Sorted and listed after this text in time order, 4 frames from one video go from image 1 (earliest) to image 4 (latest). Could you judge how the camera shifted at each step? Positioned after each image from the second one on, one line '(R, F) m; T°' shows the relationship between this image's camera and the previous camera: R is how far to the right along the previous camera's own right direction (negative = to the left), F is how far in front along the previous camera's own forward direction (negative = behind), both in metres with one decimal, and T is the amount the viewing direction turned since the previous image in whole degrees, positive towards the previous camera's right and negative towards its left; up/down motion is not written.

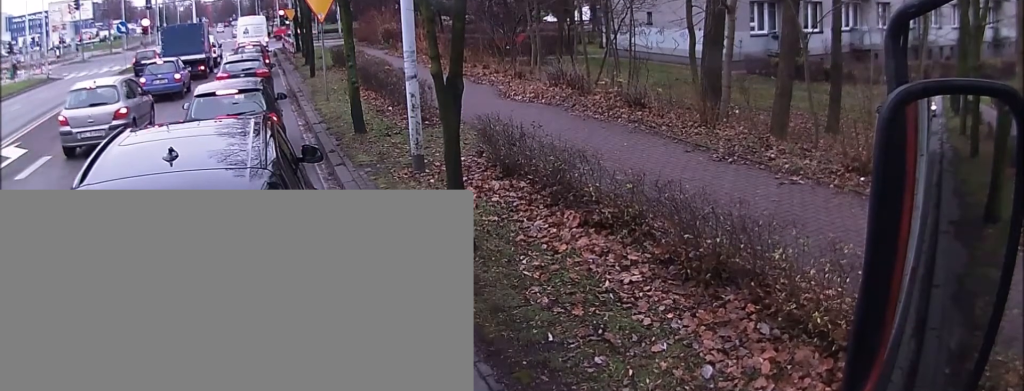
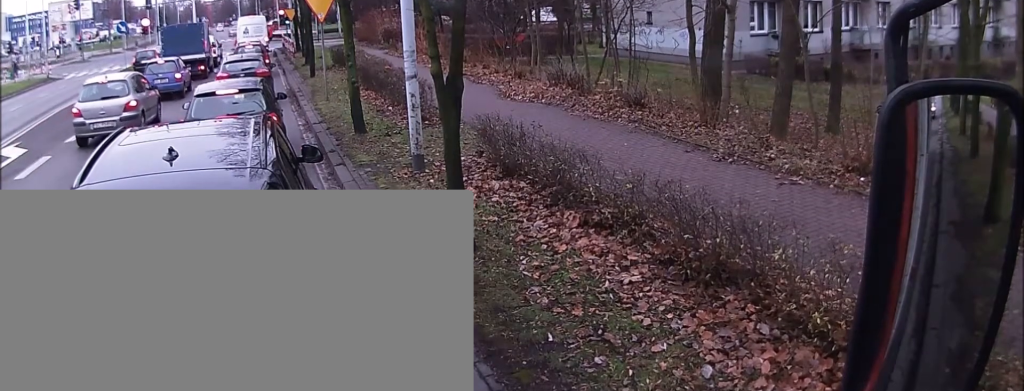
(0.0, 0.0) m; 0°
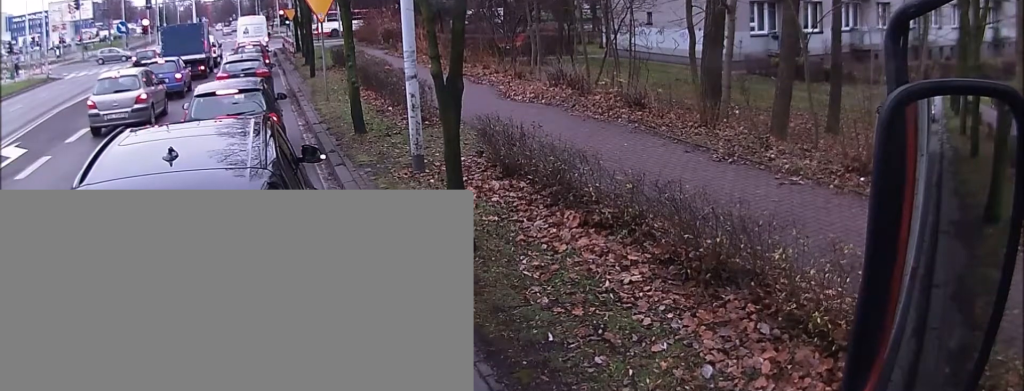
(0.0, 0.0) m; 0°
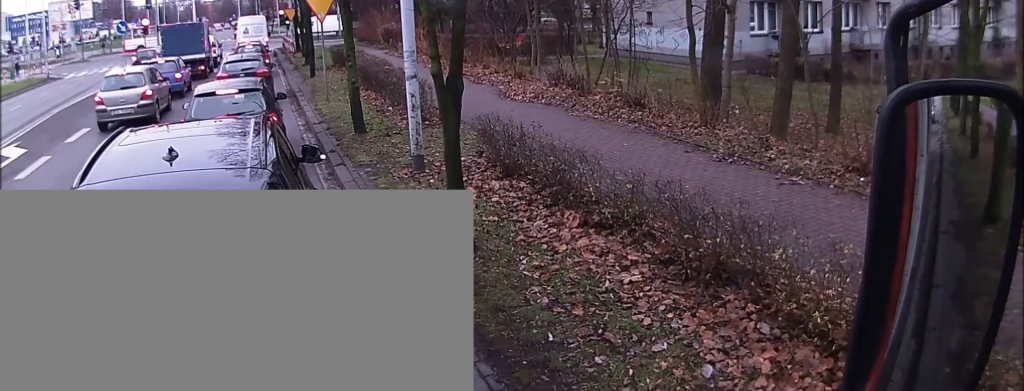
(0.0, 0.0) m; 0°
